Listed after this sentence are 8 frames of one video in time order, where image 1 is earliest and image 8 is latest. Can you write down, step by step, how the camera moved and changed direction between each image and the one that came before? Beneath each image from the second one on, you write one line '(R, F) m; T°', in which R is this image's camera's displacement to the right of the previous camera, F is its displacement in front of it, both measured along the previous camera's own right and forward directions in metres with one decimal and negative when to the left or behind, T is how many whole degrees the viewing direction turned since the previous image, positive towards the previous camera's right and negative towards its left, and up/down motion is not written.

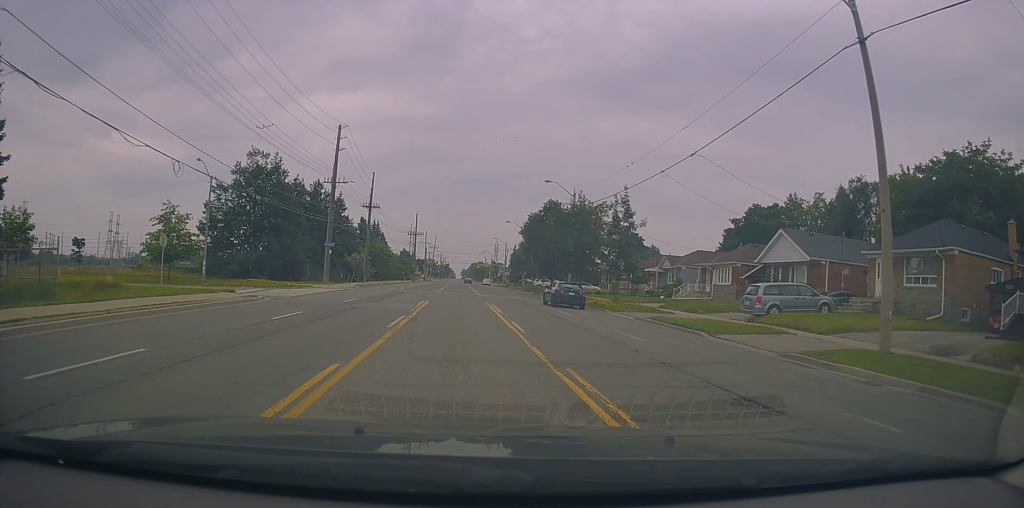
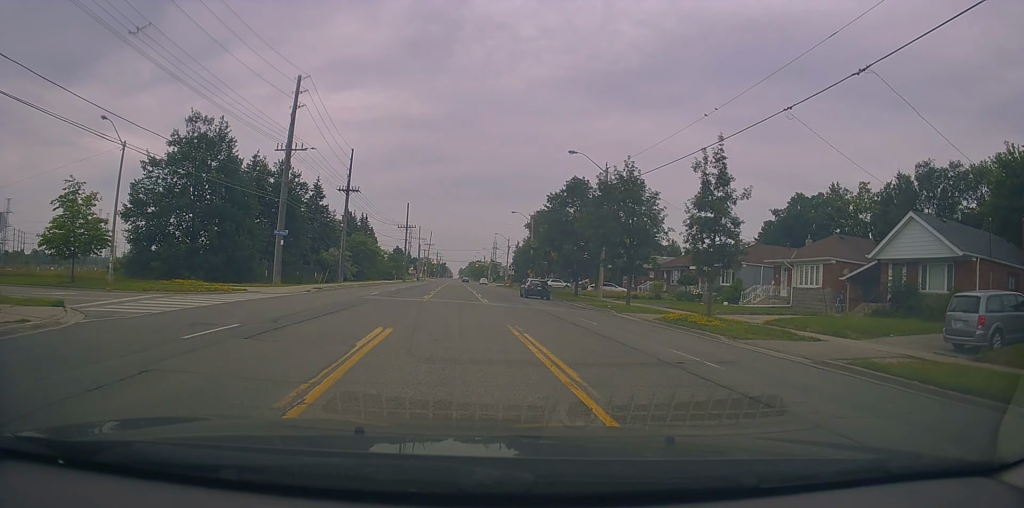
(-0.1, +15.1) m; 0°
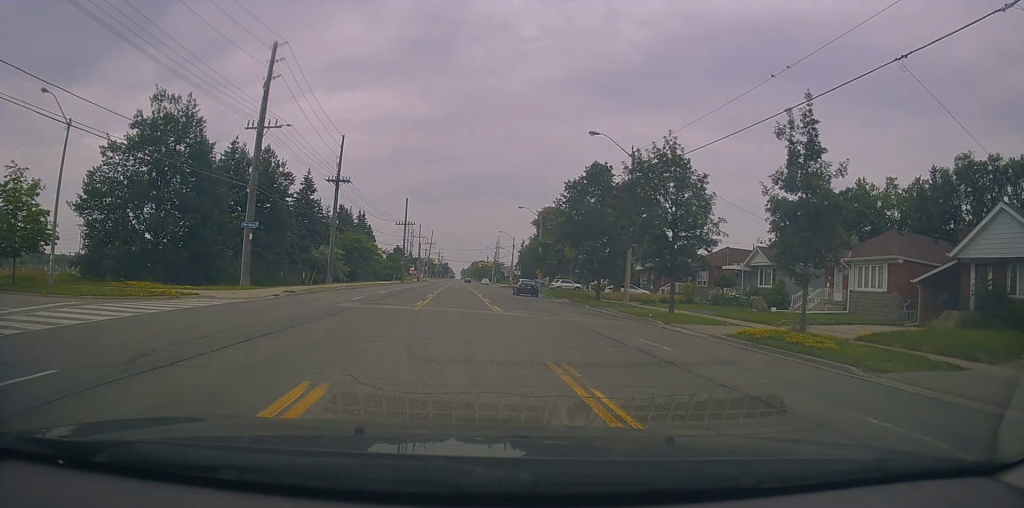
(0.0, +7.0) m; 0°
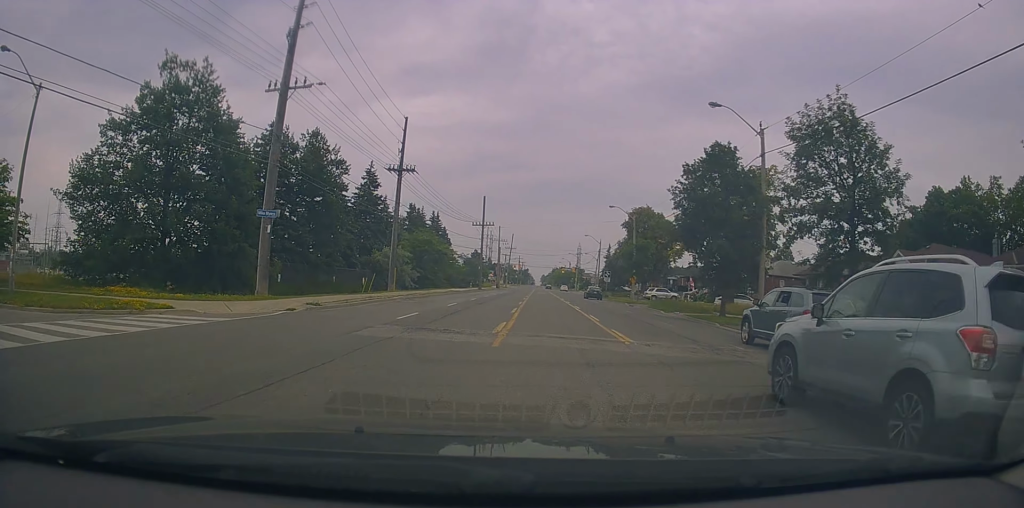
(-0.2, +9.9) m; -6°
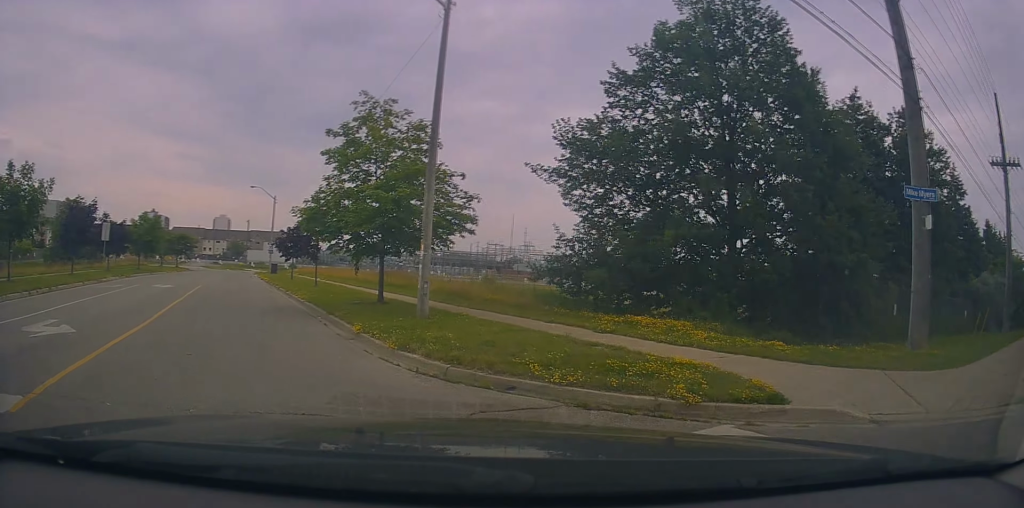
(-3.7, +10.1) m; -60°
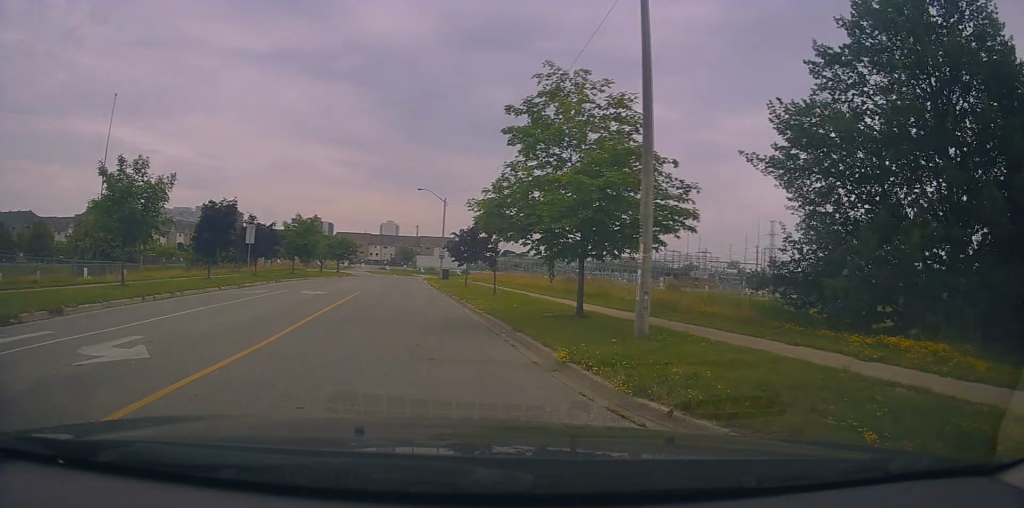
(-0.9, +3.0) m; -10°
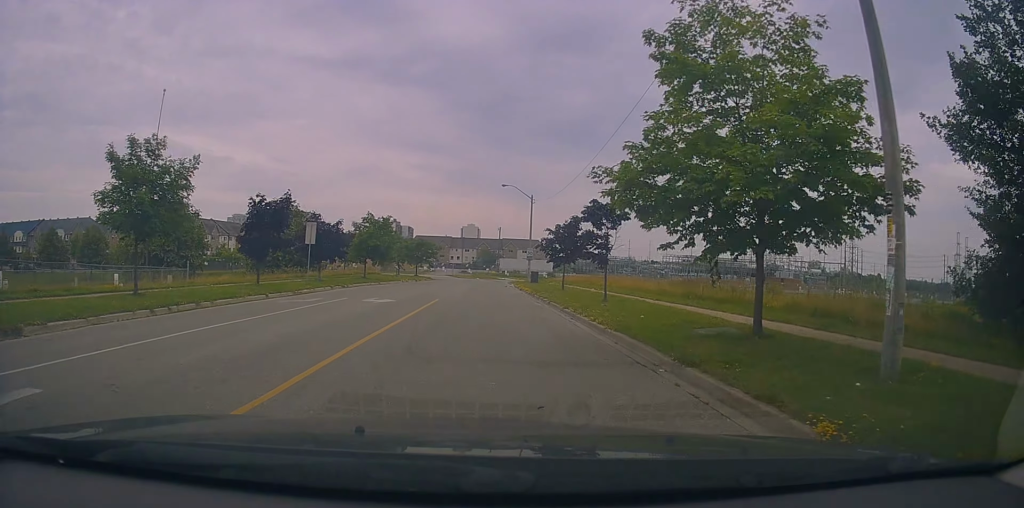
(-0.6, +4.7) m; -9°
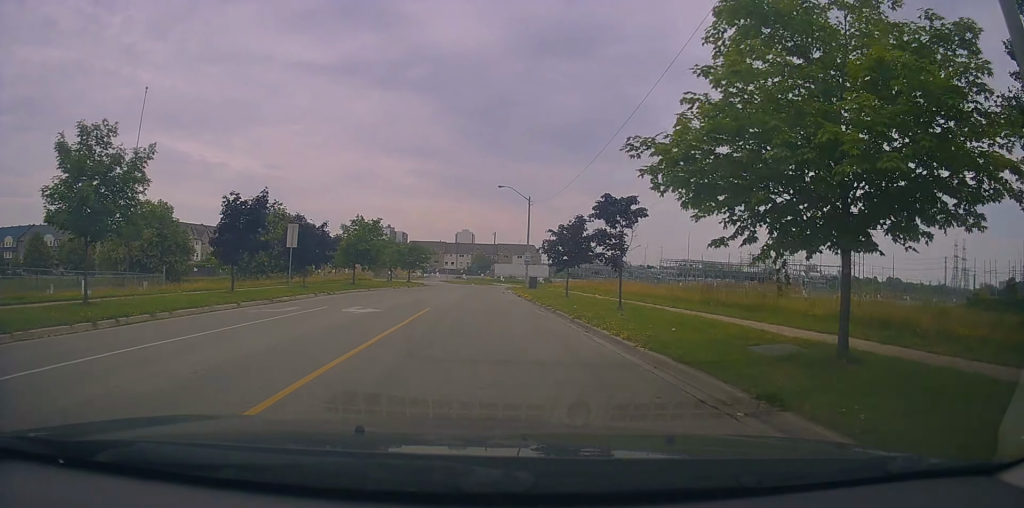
(+0.1, +2.3) m; -2°
